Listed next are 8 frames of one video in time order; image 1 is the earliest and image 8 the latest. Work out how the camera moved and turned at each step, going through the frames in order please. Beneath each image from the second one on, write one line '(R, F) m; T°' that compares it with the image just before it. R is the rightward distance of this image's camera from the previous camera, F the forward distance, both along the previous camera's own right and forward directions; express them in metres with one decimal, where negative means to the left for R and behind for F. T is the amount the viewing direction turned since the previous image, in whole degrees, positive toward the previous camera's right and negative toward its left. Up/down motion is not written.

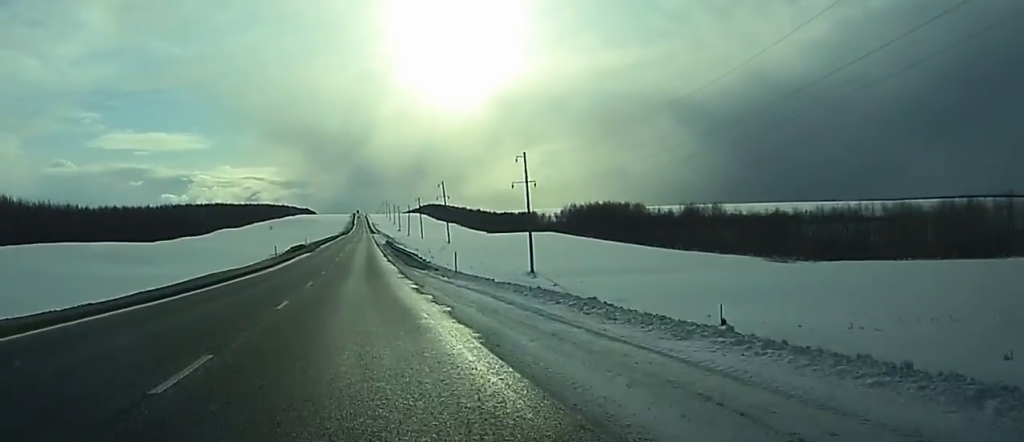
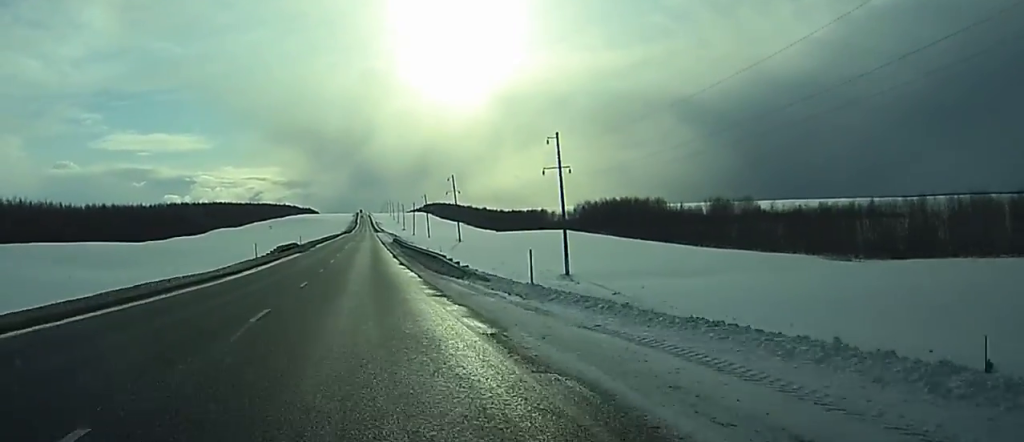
(+0.1, +16.8) m; 0°
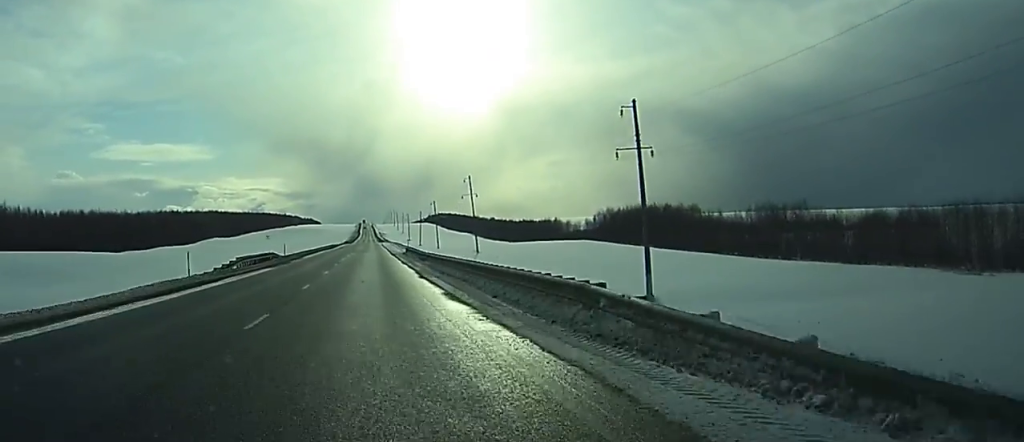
(-0.1, +25.2) m; 0°
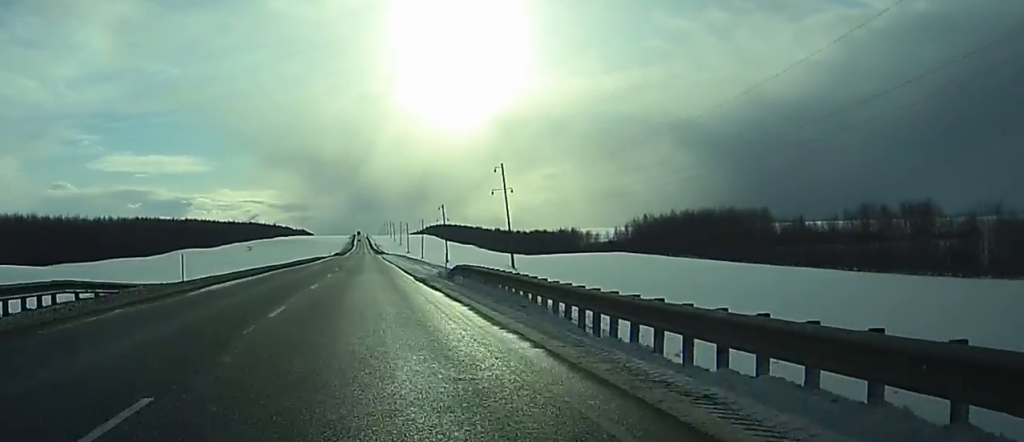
(-0.2, +44.9) m; 0°
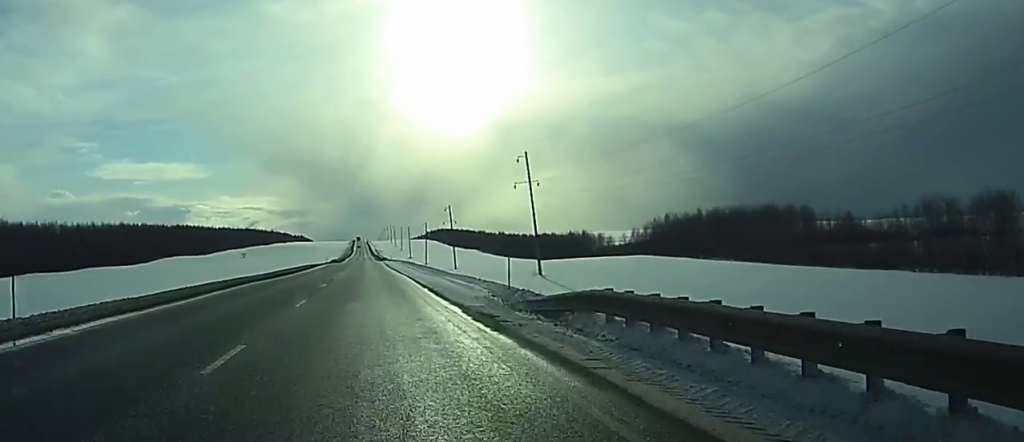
(0.0, +18.8) m; 0°
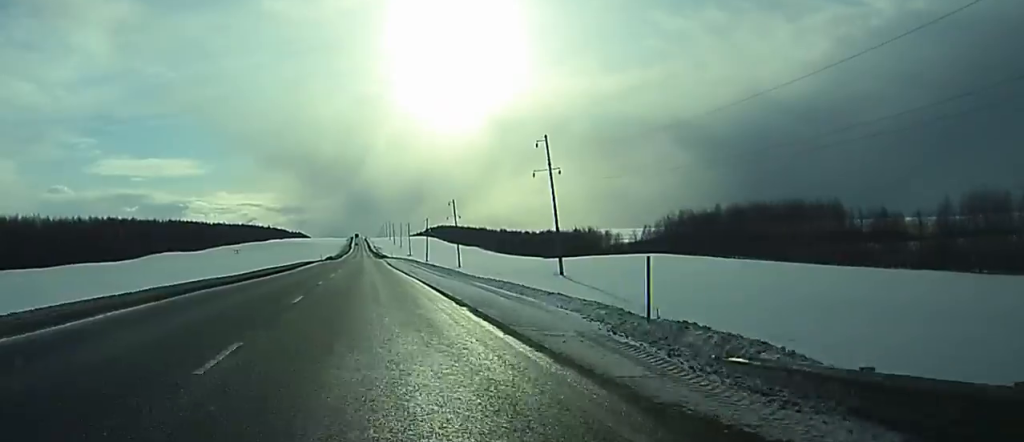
(0.0, +12.2) m; 0°
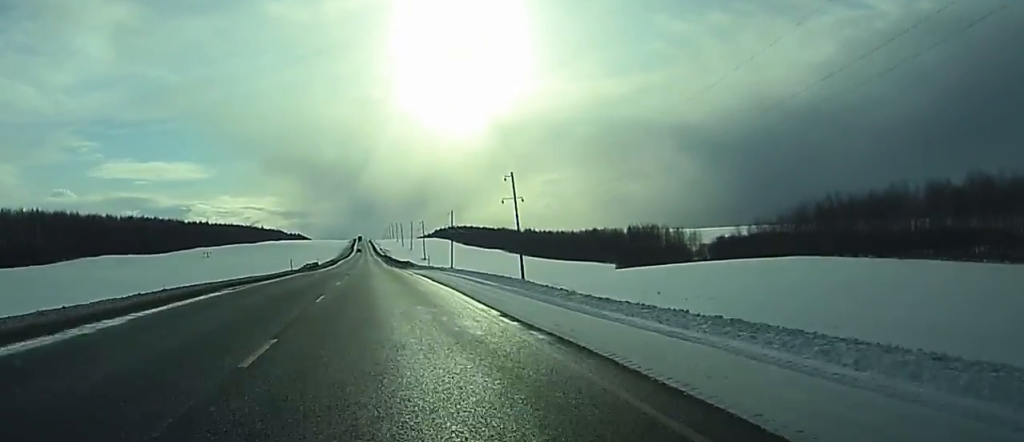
(+0.1, +70.8) m; 0°
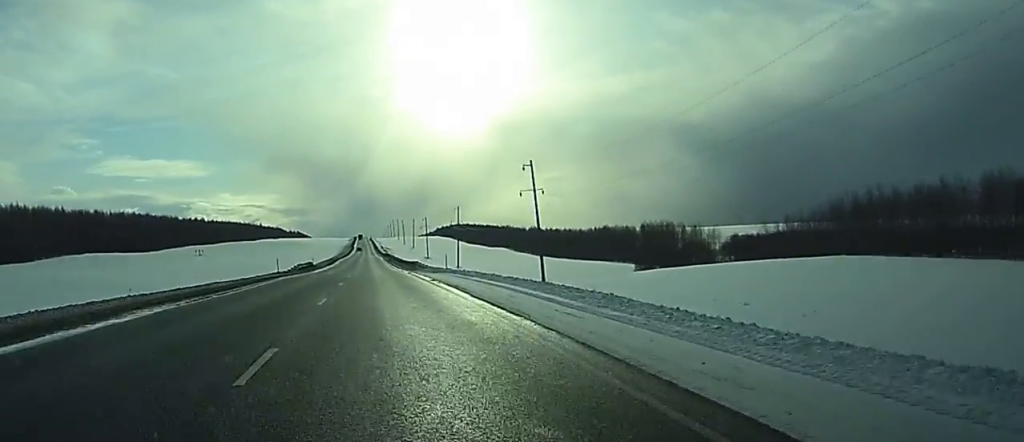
(0.0, +13.2) m; 0°
